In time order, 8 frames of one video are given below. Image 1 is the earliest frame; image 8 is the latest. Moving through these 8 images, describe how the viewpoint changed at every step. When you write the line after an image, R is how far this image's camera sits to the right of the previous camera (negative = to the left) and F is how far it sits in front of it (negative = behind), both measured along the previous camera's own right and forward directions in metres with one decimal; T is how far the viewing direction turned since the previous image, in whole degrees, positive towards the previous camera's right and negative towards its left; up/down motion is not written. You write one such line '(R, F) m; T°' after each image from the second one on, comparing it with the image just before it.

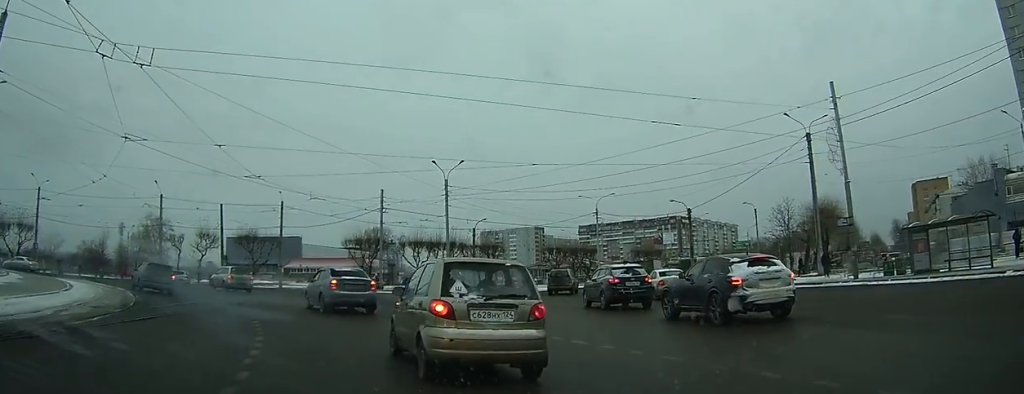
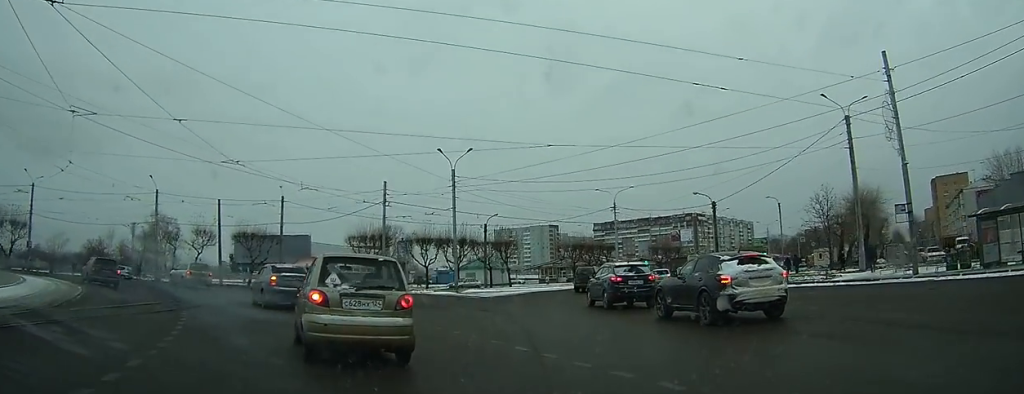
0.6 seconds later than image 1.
(0.0, +4.0) m; -1°
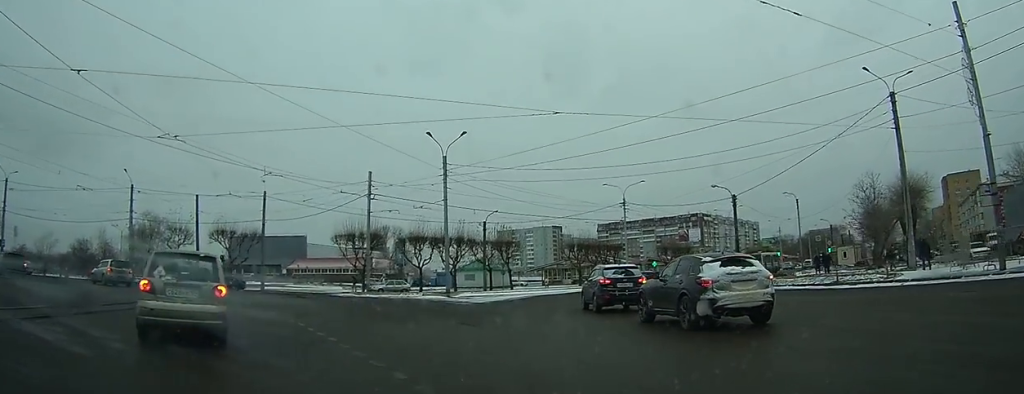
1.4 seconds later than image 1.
(0.0, +5.6) m; -1°
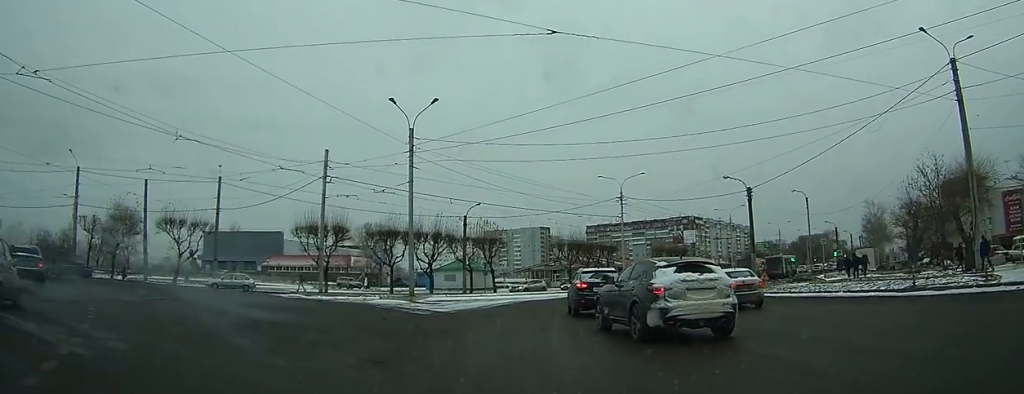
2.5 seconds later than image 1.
(-0.1, +7.4) m; +1°
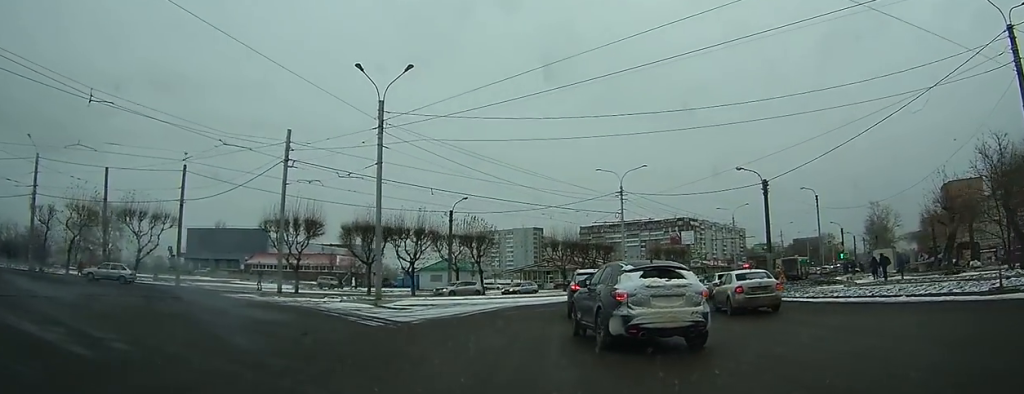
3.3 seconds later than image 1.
(+0.1, +5.0) m; +3°
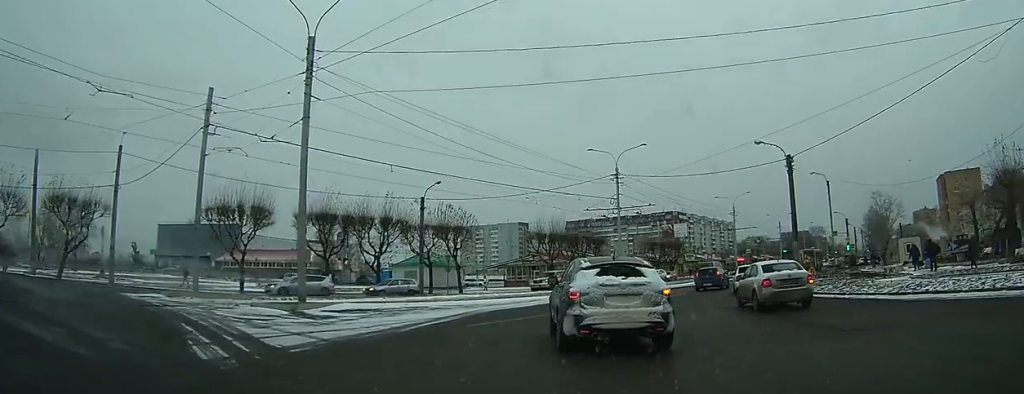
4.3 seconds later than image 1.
(+0.3, +7.2) m; +4°
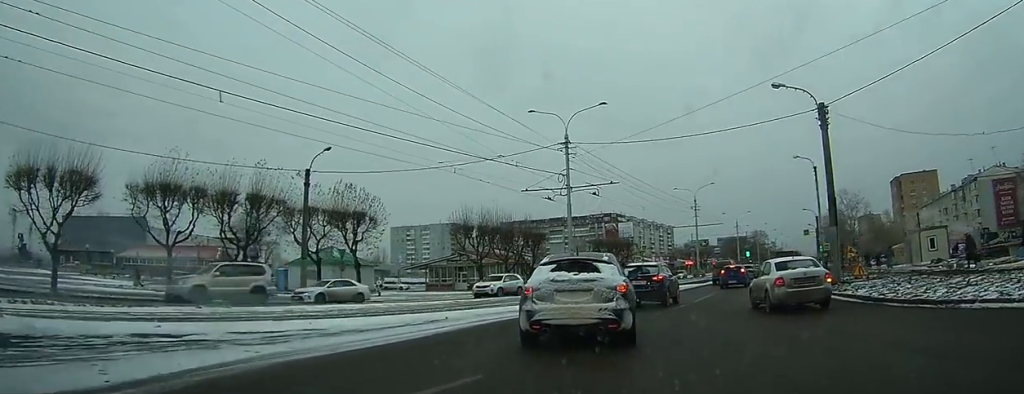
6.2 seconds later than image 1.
(+0.7, +13.3) m; +7°
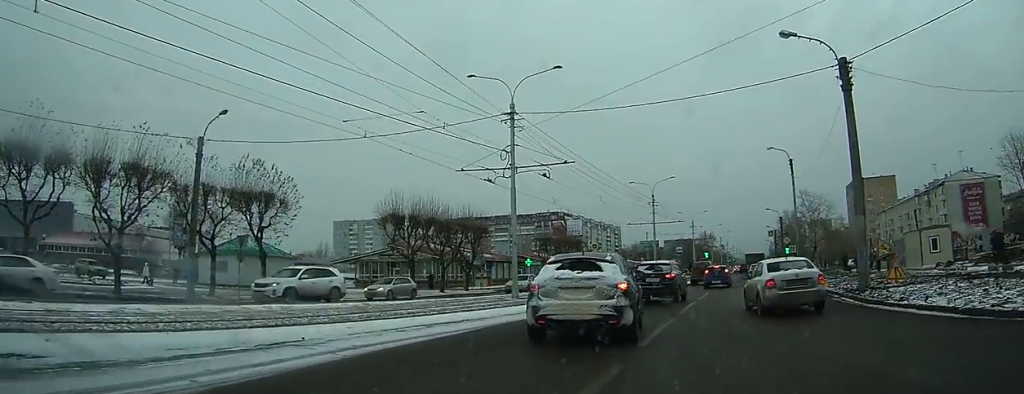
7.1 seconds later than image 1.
(+0.3, +7.0) m; +7°
